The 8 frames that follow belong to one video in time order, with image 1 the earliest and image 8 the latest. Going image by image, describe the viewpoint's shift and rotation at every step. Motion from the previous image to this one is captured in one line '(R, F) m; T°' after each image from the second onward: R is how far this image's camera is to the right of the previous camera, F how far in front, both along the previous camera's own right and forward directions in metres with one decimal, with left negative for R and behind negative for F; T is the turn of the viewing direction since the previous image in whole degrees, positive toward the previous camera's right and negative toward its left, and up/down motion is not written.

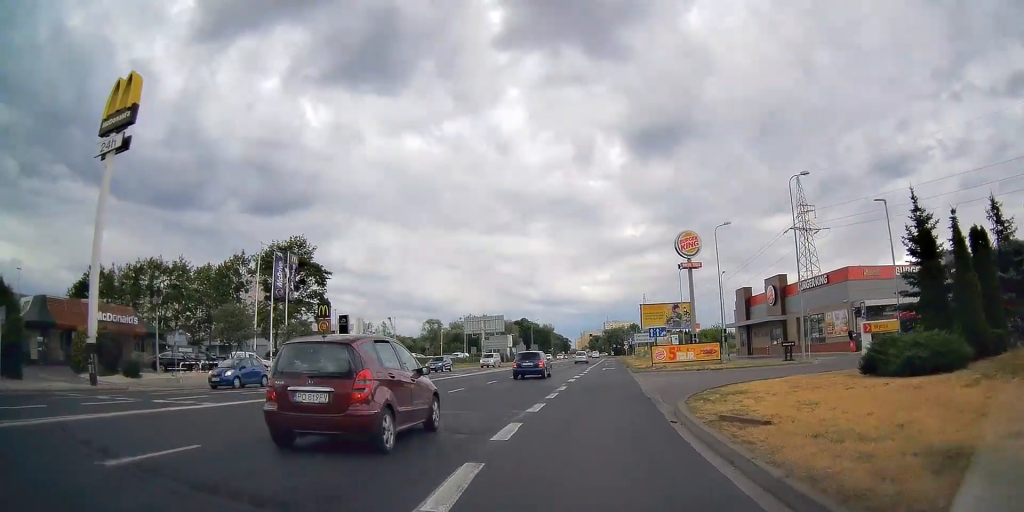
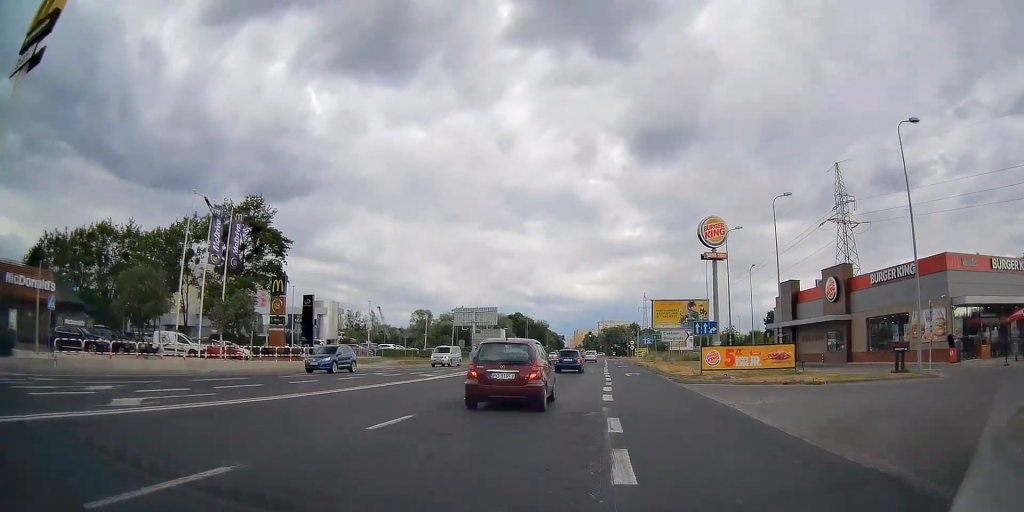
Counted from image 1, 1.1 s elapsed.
(+0.1, +10.6) m; +1°
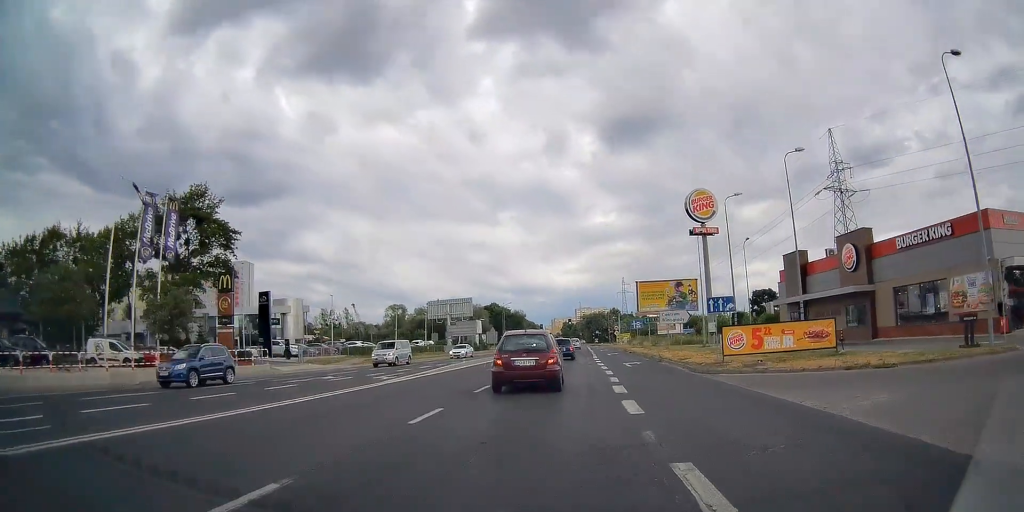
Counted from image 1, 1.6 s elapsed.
(0.0, +5.3) m; 0°
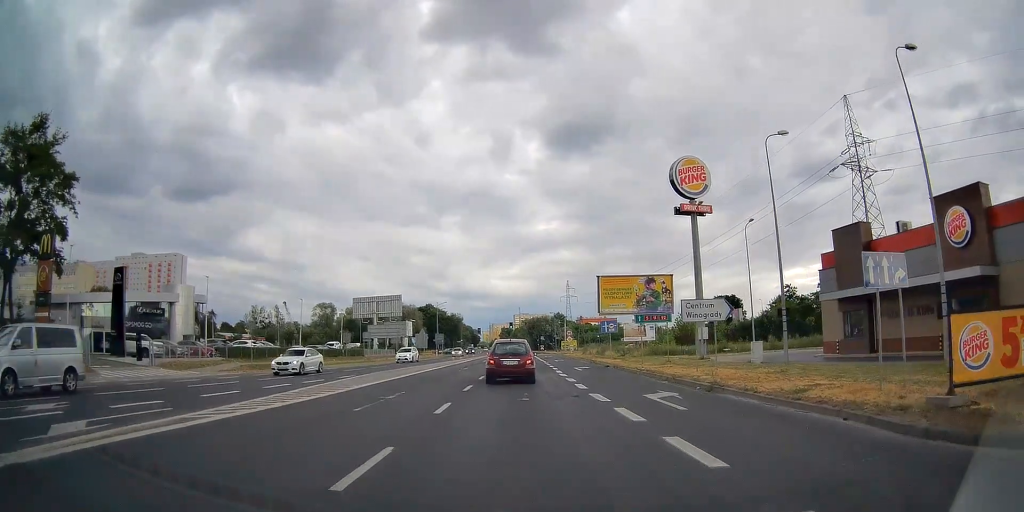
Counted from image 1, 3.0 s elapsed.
(0.0, +16.2) m; 0°
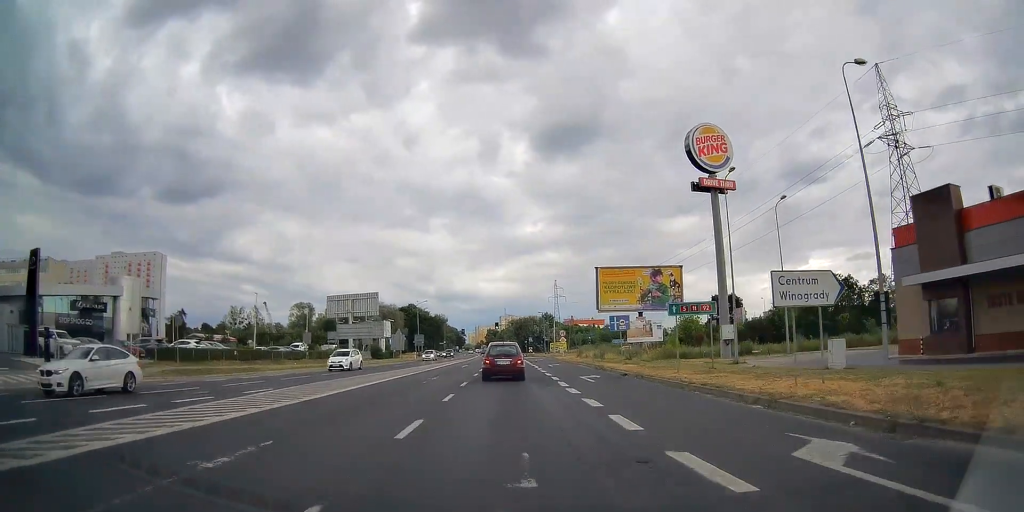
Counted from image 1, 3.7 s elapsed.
(-0.1, +9.1) m; +2°
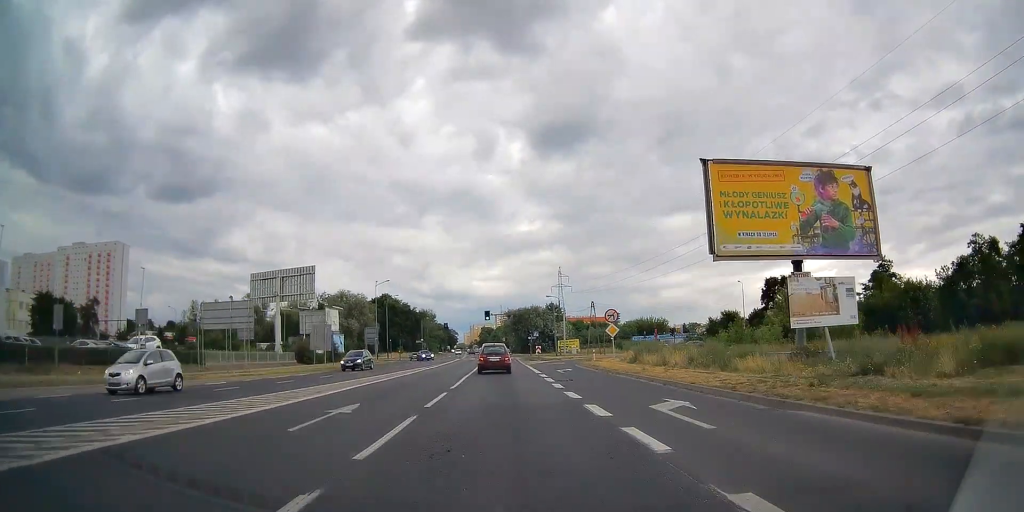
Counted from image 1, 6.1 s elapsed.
(+1.5, +34.4) m; +3°
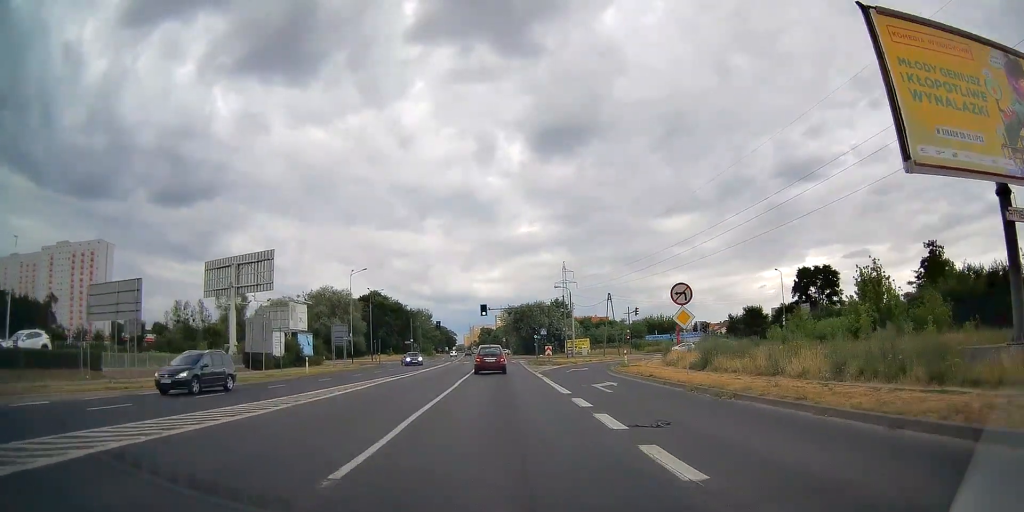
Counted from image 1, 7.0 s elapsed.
(0.0, +13.7) m; +1°
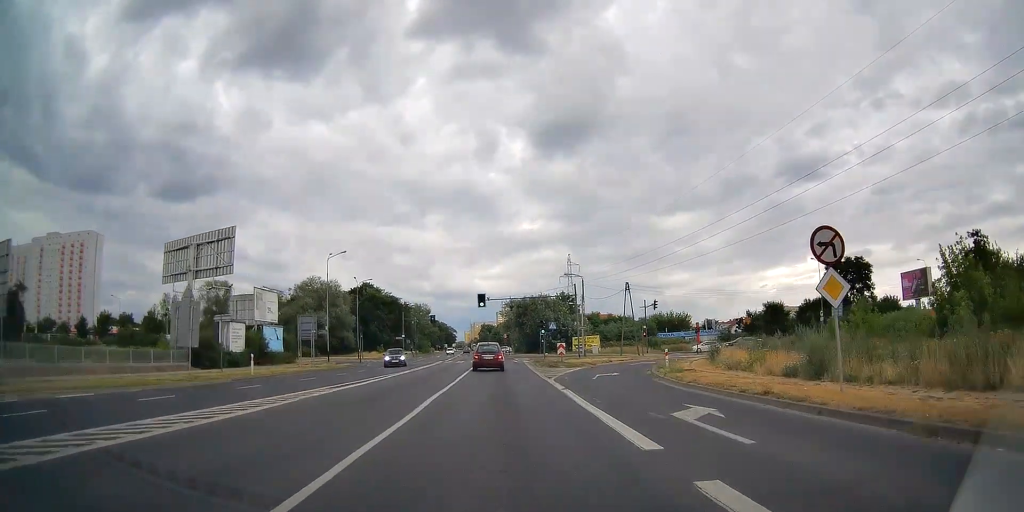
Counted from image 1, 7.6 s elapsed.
(+0.2, +9.9) m; 0°
